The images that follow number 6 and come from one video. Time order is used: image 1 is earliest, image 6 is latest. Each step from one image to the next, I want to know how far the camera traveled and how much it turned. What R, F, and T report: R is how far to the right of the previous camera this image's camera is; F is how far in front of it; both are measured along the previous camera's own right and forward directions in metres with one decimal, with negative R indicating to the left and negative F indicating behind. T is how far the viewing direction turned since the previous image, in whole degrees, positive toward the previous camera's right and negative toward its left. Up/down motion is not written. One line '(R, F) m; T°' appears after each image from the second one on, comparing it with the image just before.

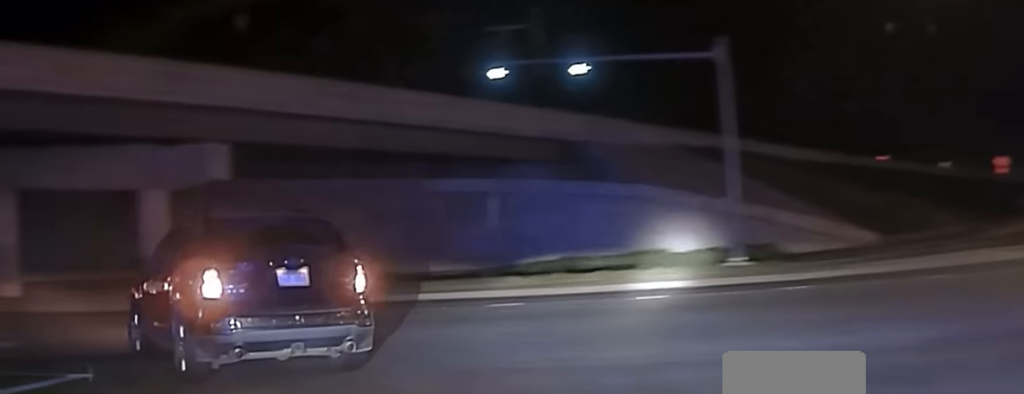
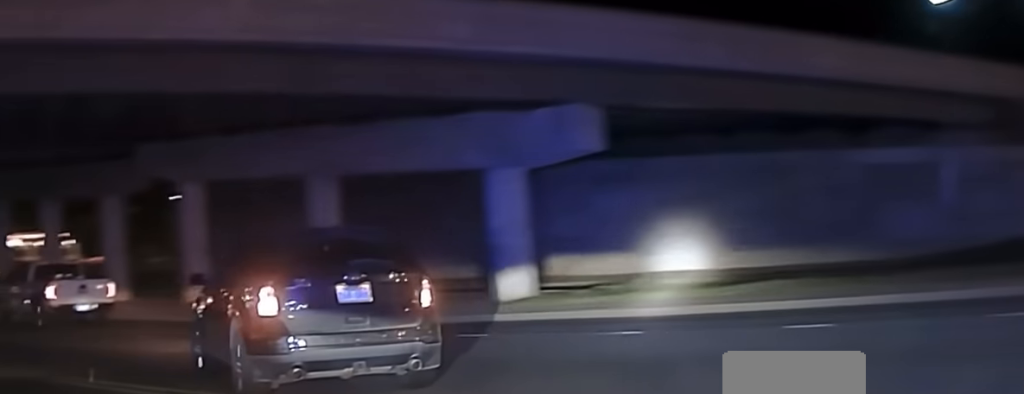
(-1.8, +8.3) m; -21°
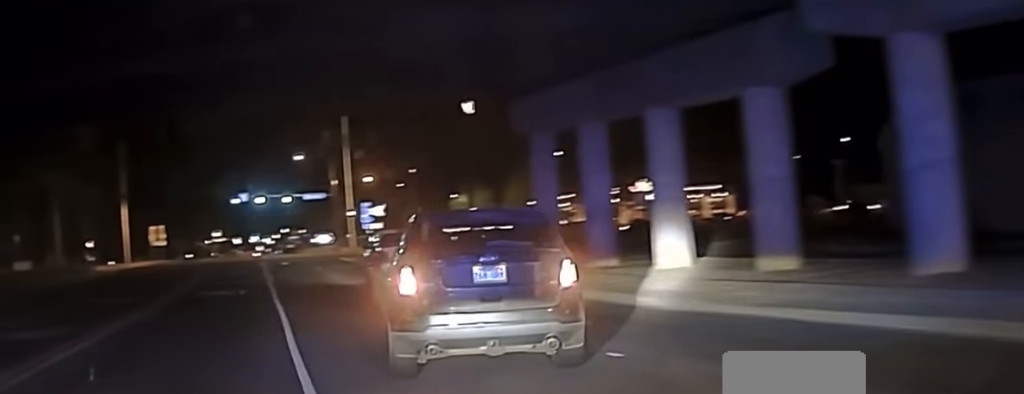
(-5.6, +21.5) m; -17°
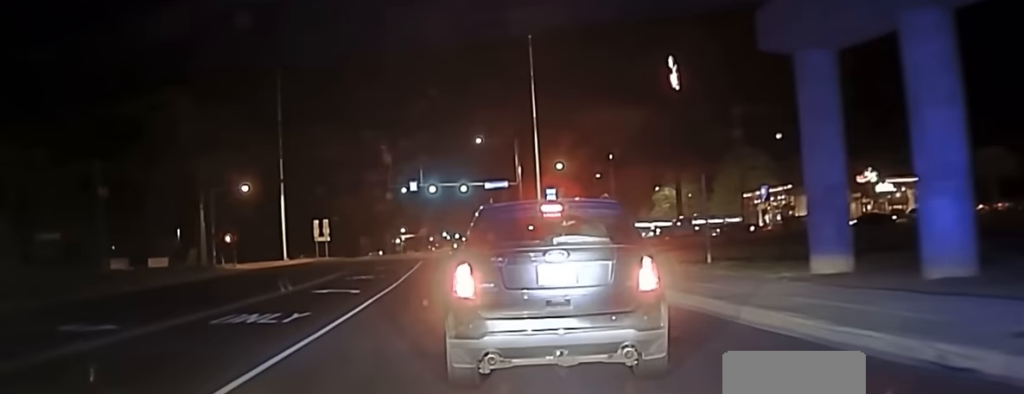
(+0.3, +16.9) m; +2°
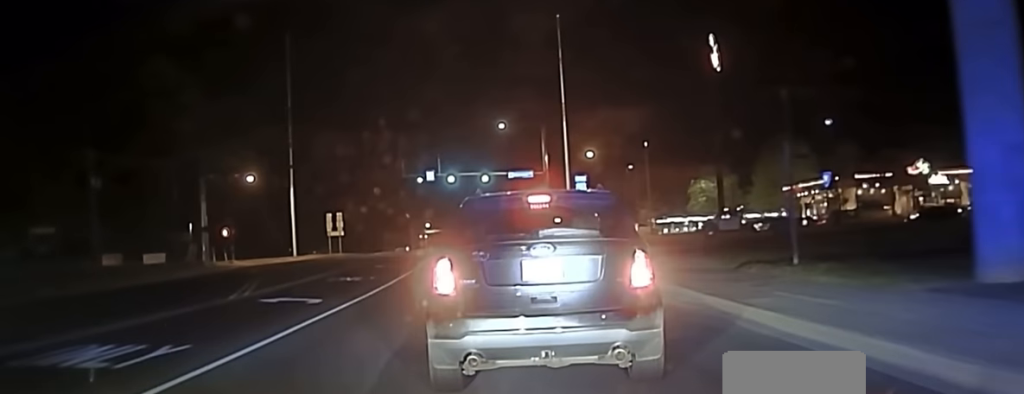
(0.0, +8.2) m; 0°
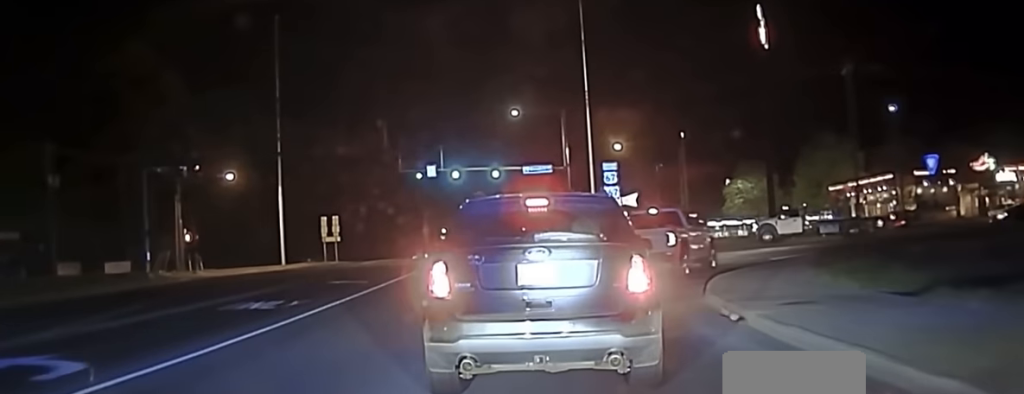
(0.0, +14.2) m; 0°
